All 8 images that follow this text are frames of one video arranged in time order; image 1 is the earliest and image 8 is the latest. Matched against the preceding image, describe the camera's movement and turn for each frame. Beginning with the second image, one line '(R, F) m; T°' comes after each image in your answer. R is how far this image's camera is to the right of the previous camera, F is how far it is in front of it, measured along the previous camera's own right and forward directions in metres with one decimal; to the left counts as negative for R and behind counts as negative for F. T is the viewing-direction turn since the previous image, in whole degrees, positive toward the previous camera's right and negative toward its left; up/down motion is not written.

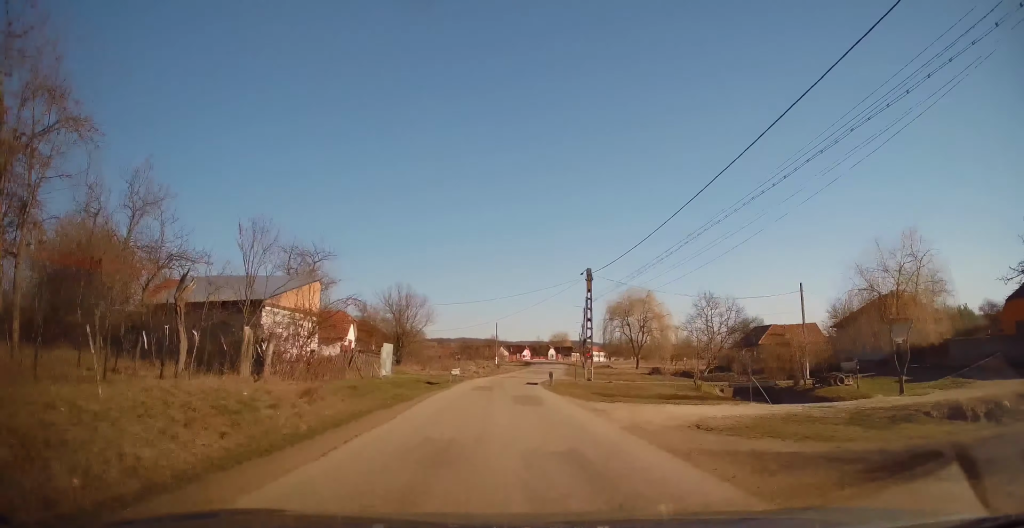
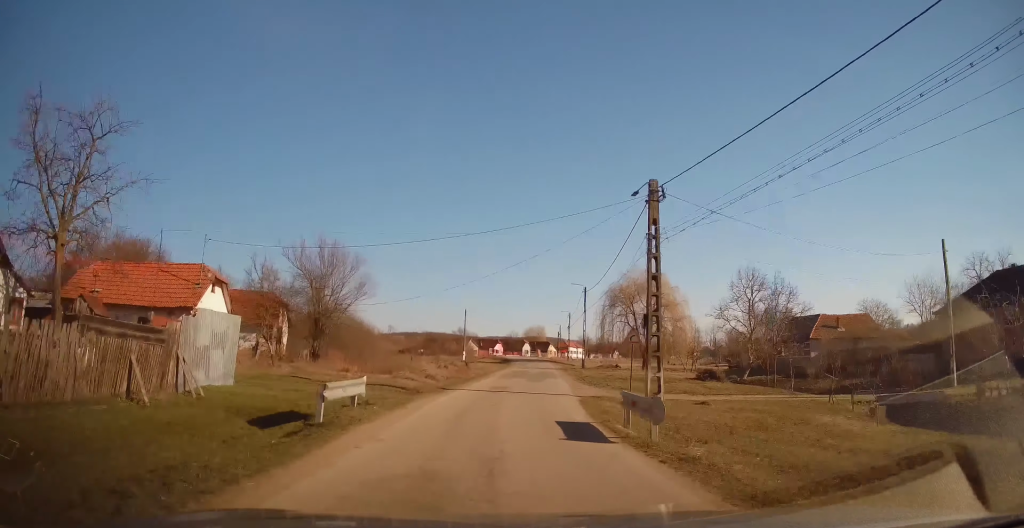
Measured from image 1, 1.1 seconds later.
(+0.1, +20.0) m; +2°
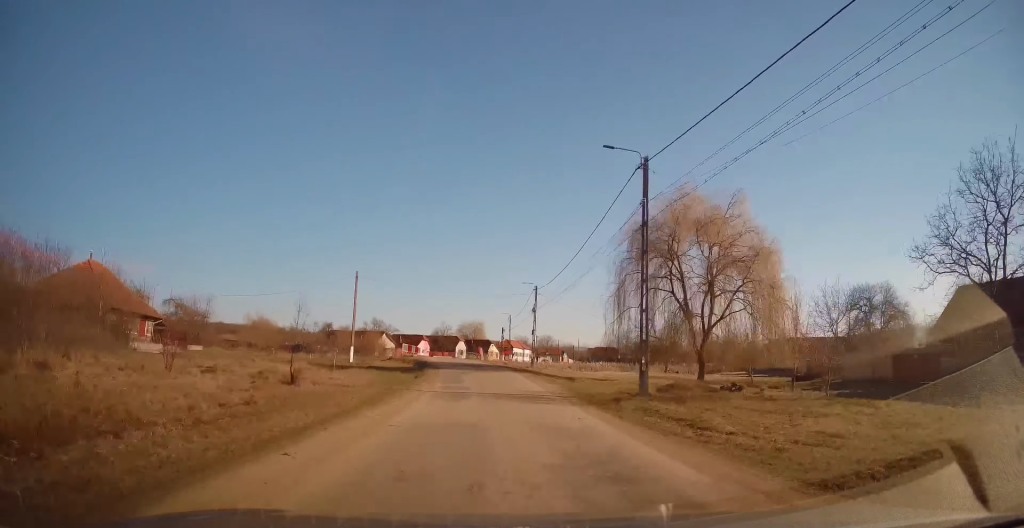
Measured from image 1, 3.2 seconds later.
(+3.1, +36.6) m; +7°
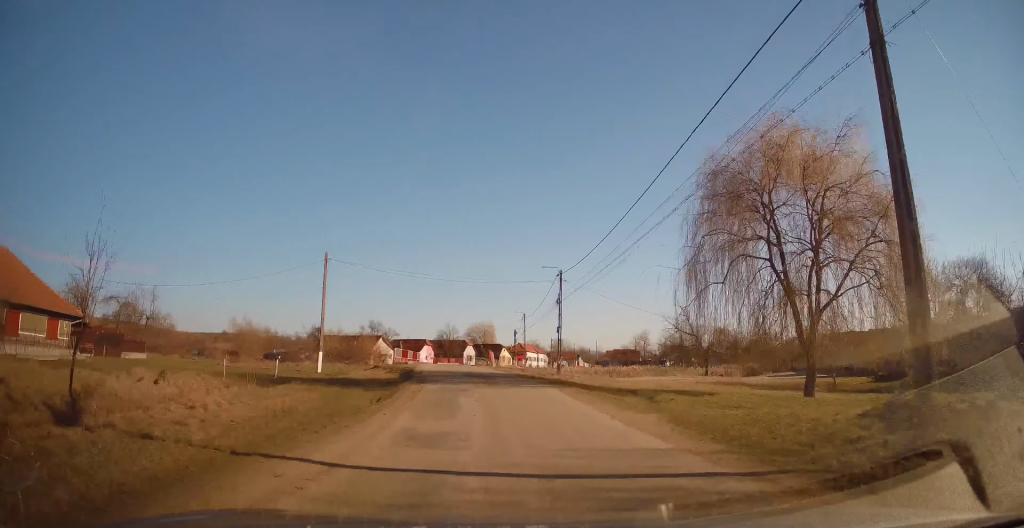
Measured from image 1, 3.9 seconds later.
(-0.2, +11.8) m; -1°
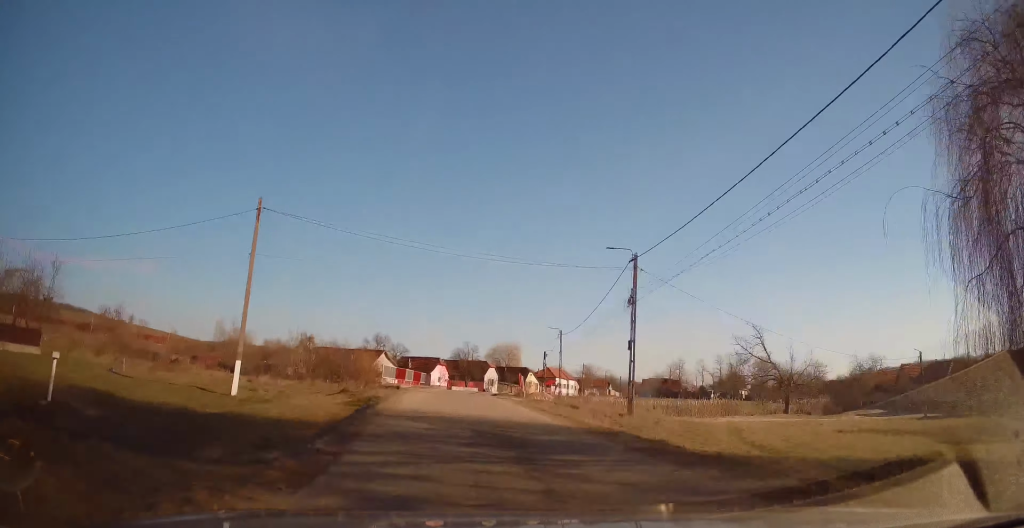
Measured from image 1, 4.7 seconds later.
(0.0, +14.9) m; -3°
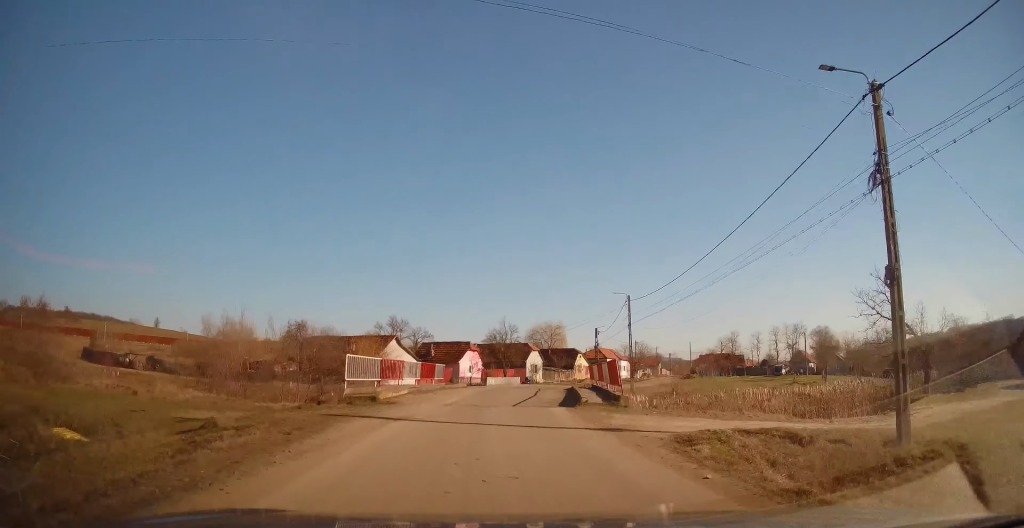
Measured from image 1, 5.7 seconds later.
(-0.8, +16.6) m; -2°
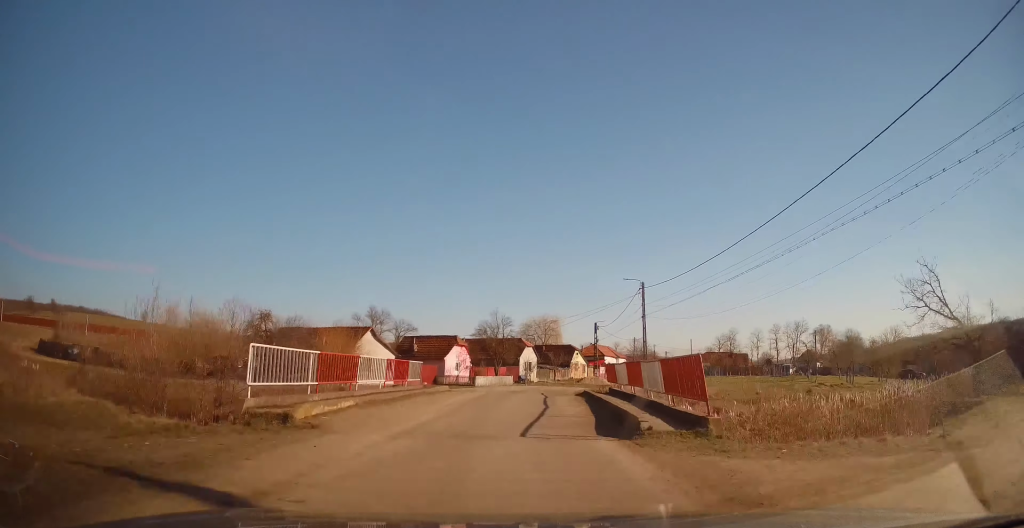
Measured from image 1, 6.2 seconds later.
(0.0, +7.0) m; +1°
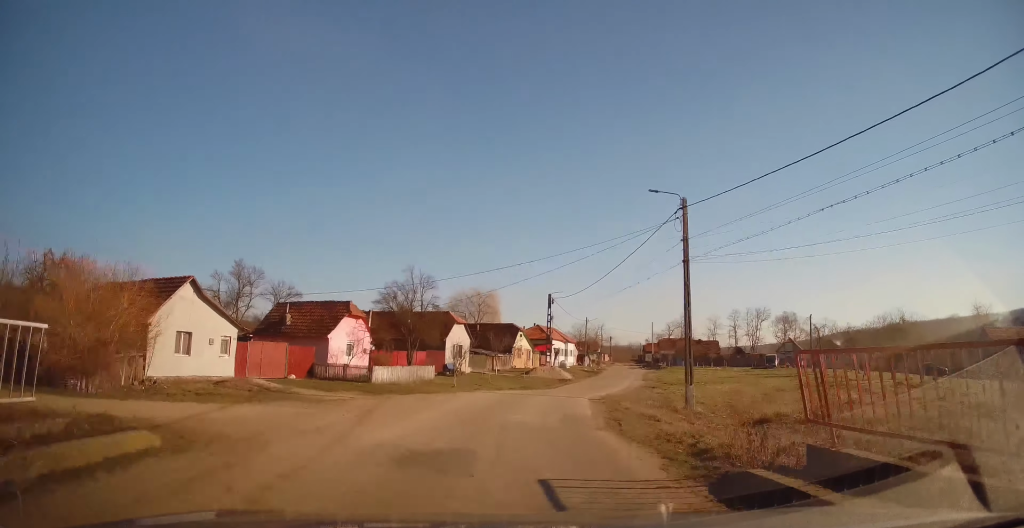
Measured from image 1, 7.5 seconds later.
(+1.0, +20.5) m; +7°
